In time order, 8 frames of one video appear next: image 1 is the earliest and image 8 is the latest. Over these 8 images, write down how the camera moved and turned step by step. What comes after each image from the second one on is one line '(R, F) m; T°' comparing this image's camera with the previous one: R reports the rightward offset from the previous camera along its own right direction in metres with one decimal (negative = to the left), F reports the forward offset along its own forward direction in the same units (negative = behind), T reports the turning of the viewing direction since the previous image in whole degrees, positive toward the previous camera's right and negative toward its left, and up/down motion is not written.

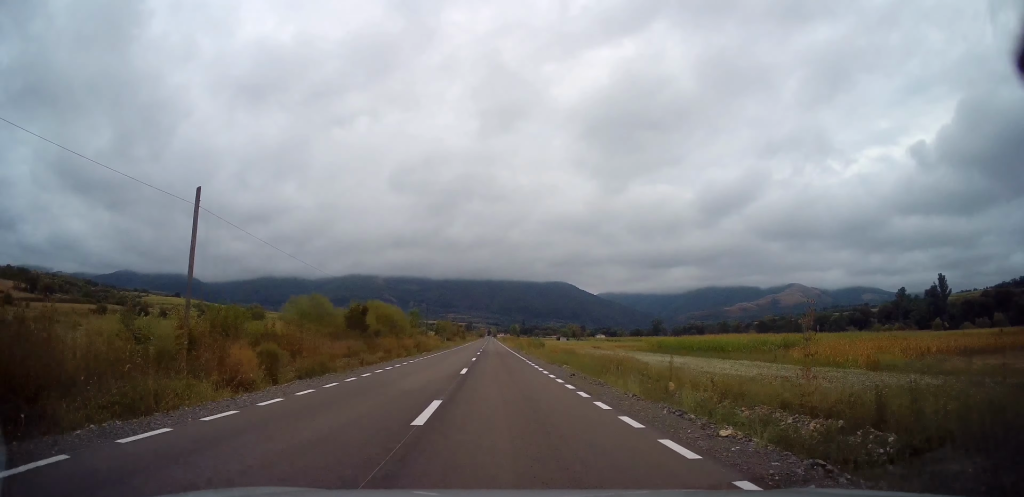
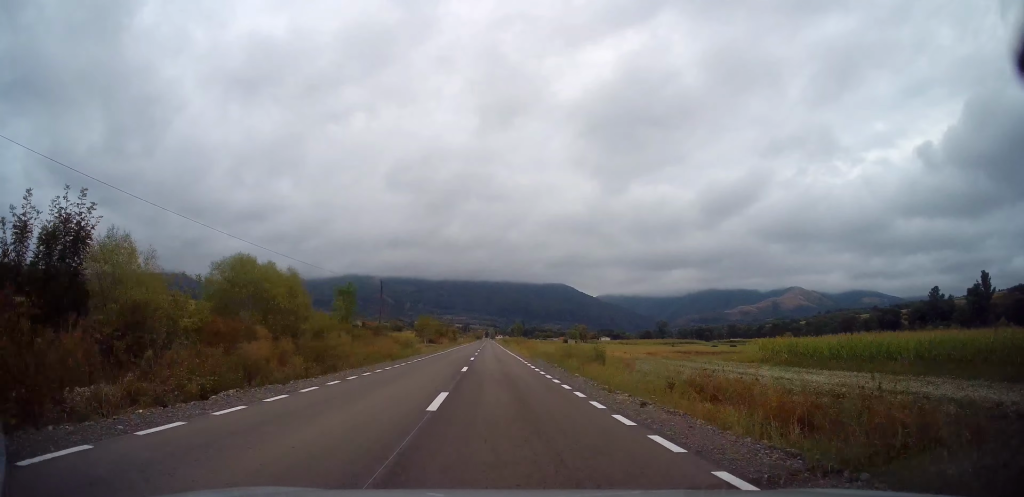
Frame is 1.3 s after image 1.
(+0.2, +32.8) m; 0°
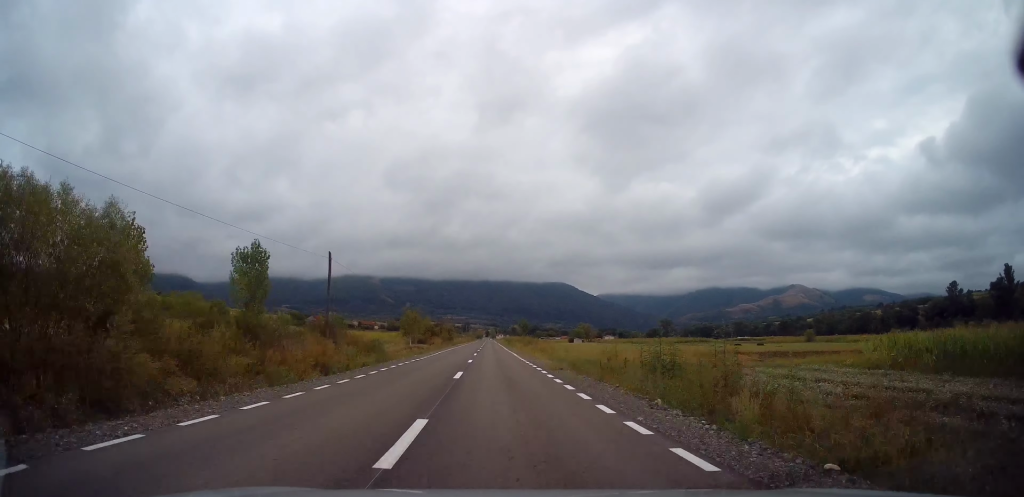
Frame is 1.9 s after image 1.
(-0.2, +15.4) m; 0°
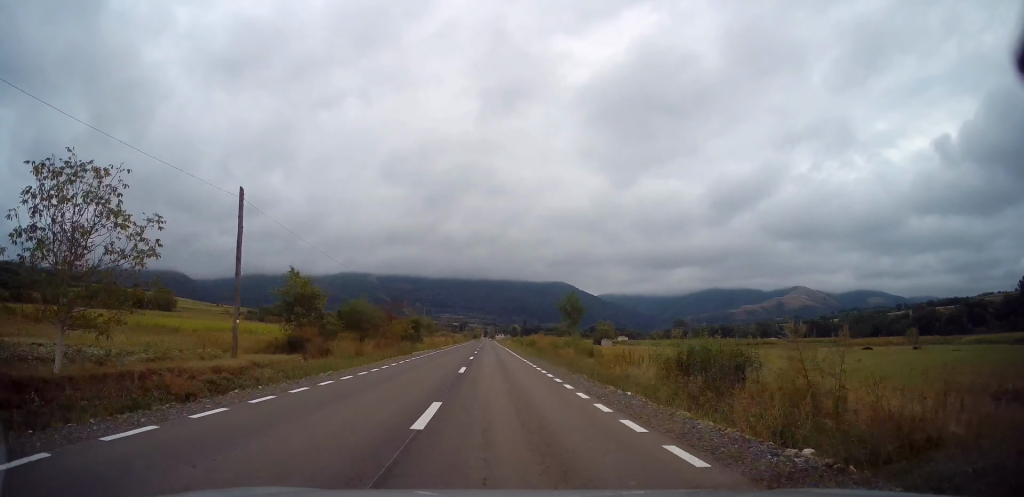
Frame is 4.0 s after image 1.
(+0.1, +55.4) m; -1°
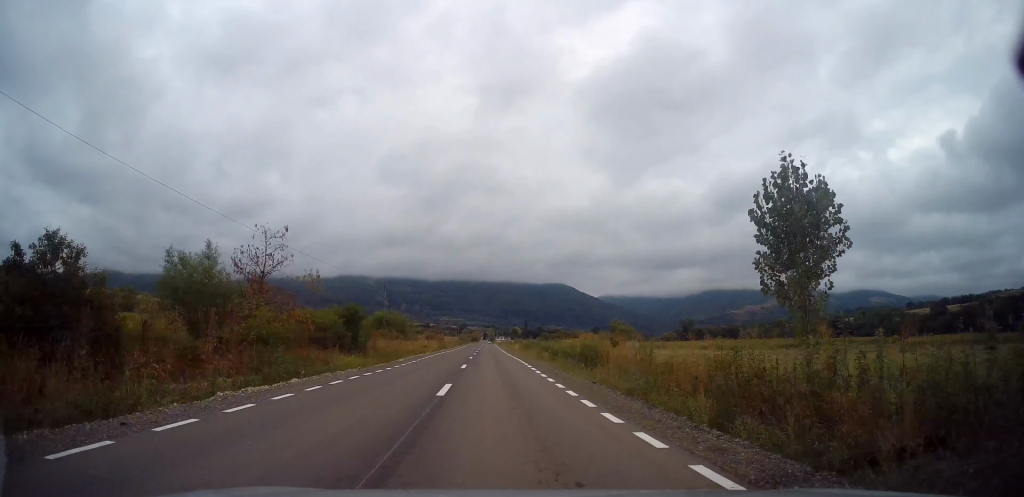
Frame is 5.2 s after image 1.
(-0.1, +29.8) m; +1°
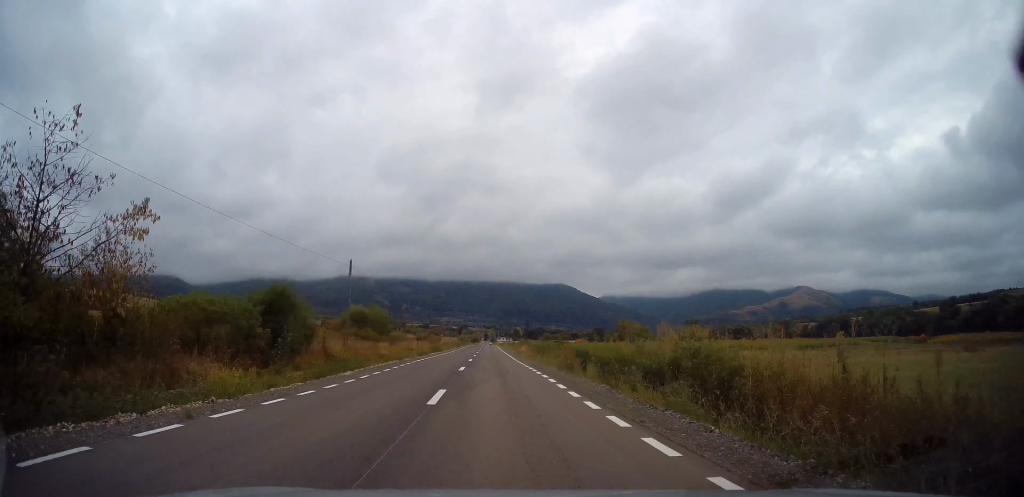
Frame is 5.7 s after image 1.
(+0.2, +12.8) m; 0°
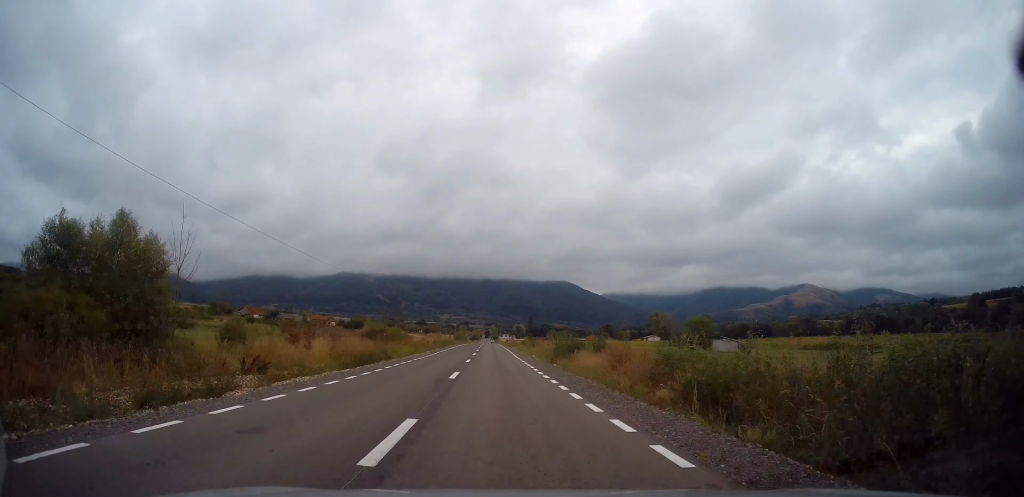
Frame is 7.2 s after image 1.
(-0.2, +39.1) m; -1°
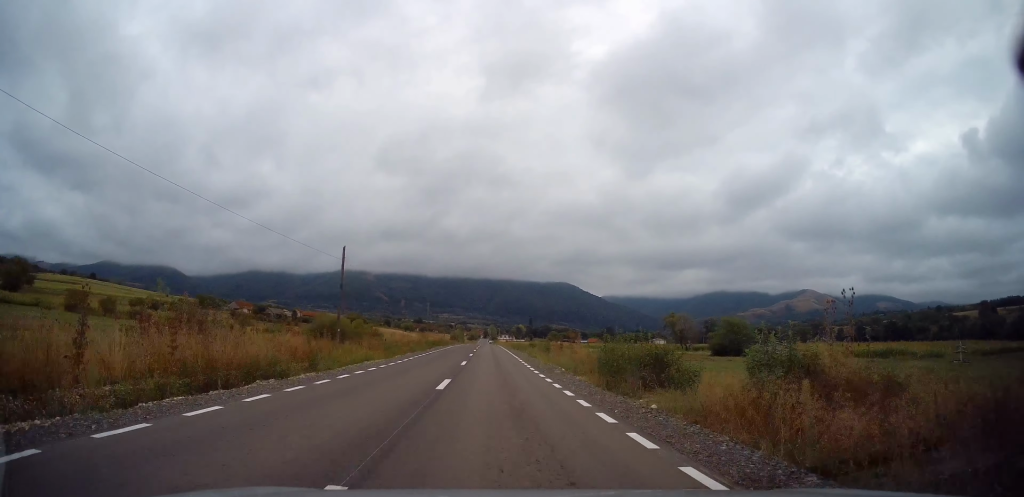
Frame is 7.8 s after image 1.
(0.0, +15.2) m; 0°
